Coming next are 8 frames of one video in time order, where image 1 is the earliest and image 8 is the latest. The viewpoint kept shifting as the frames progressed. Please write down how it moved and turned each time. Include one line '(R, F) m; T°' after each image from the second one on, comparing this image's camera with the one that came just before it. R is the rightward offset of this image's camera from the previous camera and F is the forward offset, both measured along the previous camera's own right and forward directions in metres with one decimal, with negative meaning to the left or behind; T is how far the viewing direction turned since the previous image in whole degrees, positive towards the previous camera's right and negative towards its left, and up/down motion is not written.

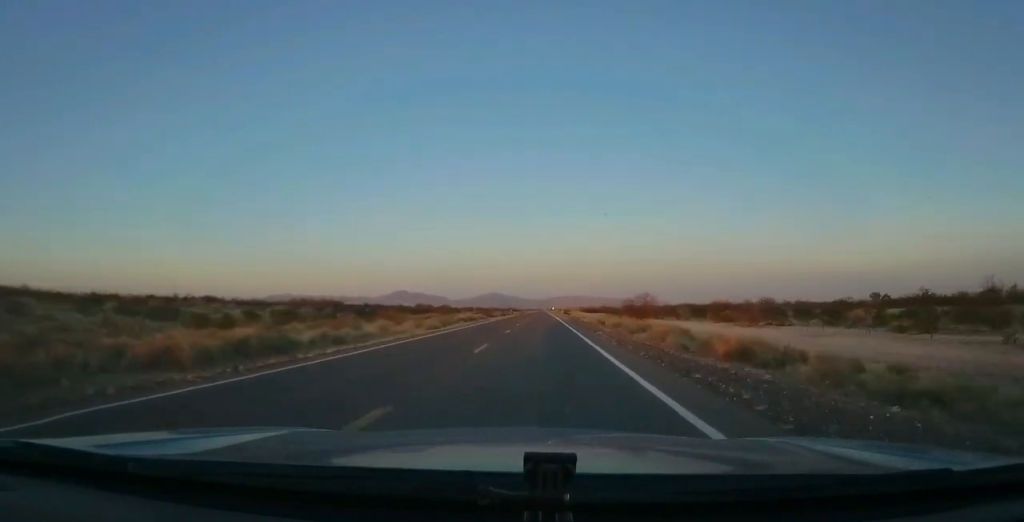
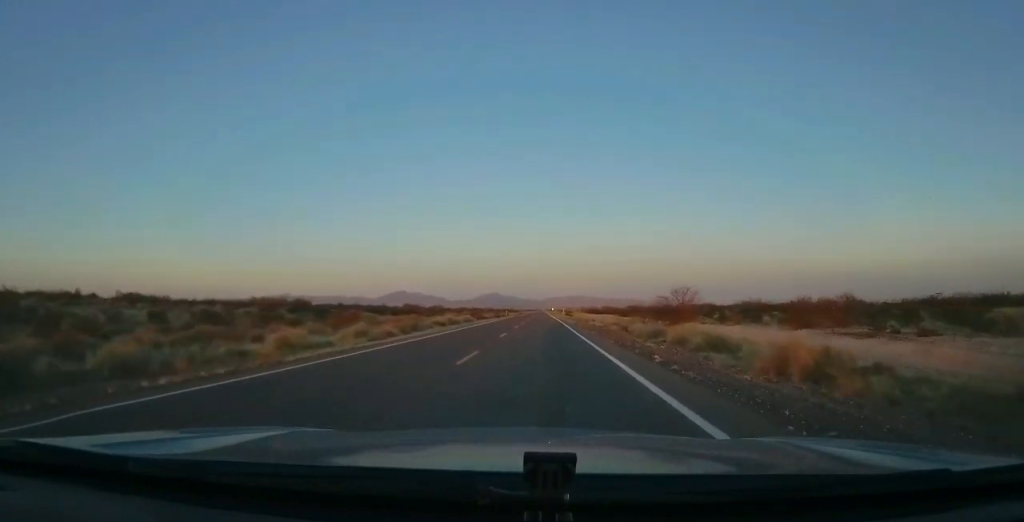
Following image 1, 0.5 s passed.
(-0.2, +14.7) m; 0°
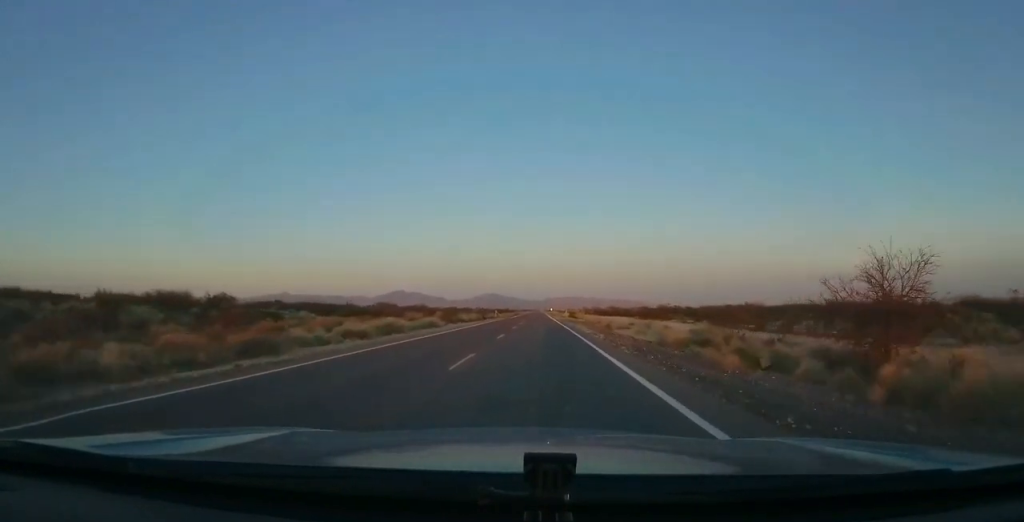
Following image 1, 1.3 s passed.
(+0.5, +24.4) m; 0°
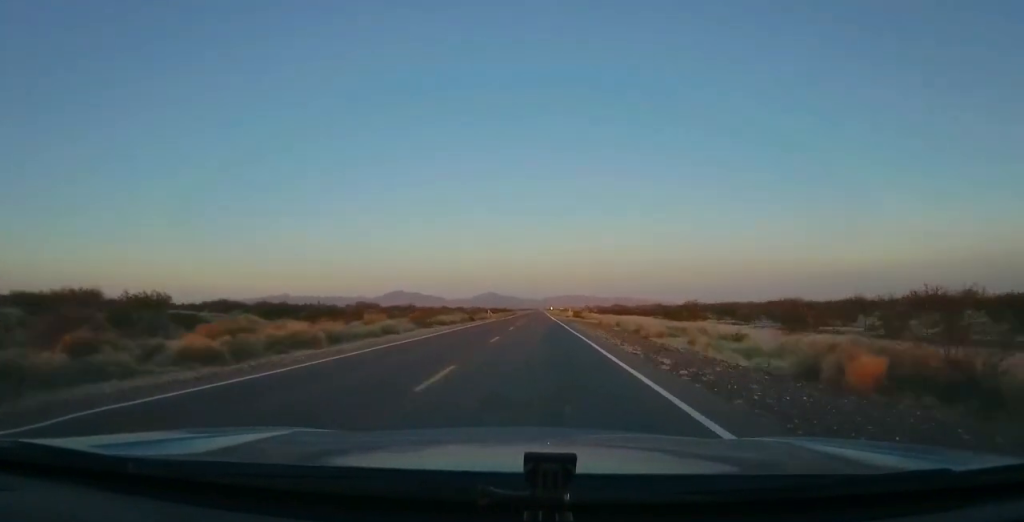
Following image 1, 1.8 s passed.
(-0.2, +14.7) m; 0°
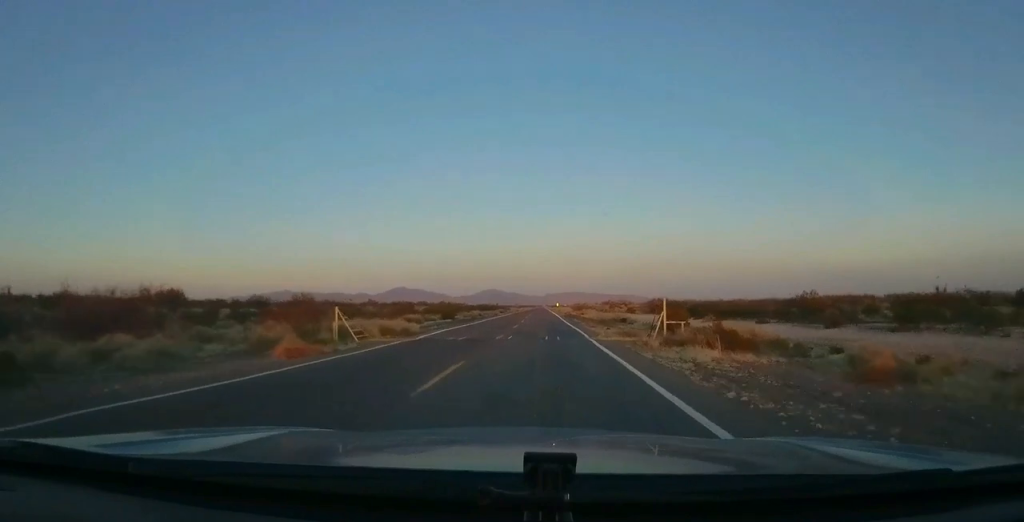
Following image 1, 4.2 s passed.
(+0.6, +69.2) m; +1°
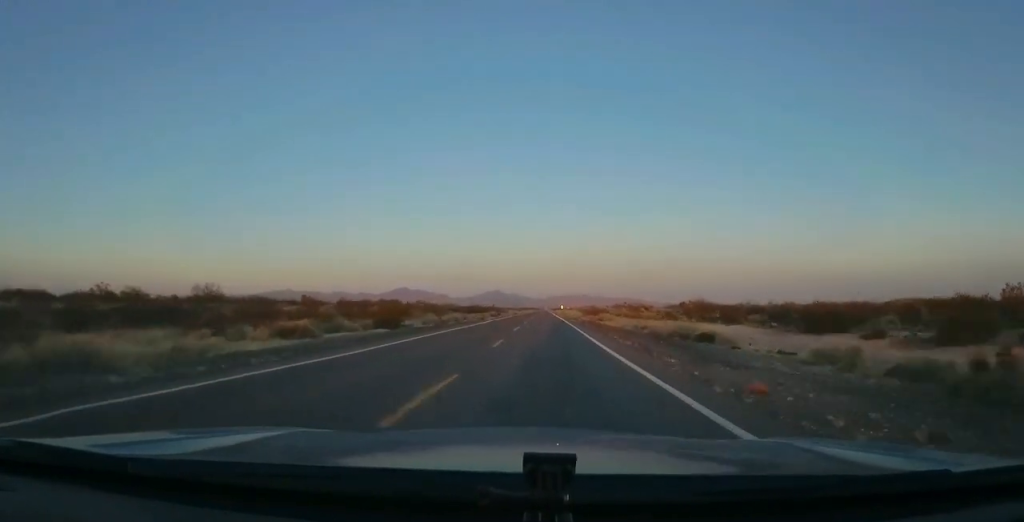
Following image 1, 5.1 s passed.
(0.0, +26.3) m; -1°
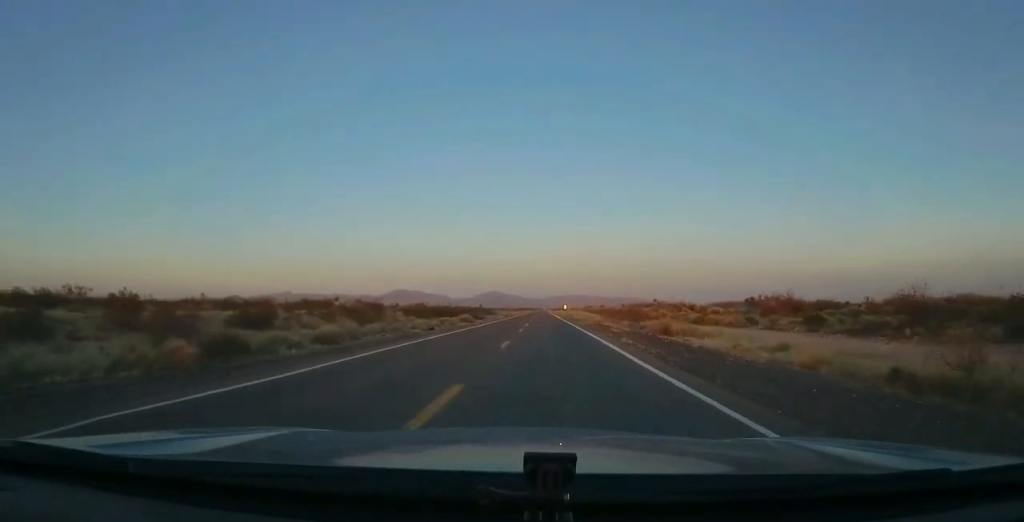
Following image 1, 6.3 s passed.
(-0.4, +36.2) m; -1°
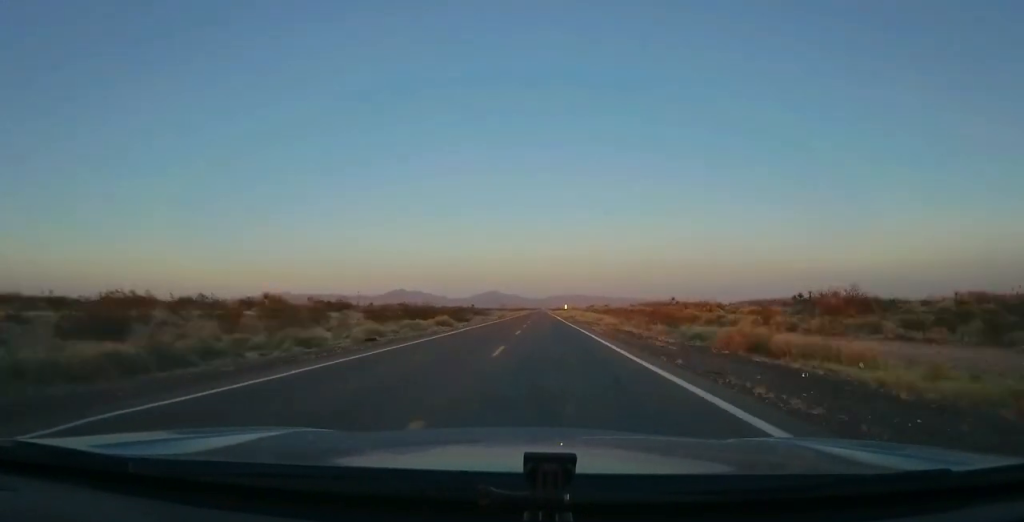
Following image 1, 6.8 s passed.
(-0.1, +14.6) m; 0°
